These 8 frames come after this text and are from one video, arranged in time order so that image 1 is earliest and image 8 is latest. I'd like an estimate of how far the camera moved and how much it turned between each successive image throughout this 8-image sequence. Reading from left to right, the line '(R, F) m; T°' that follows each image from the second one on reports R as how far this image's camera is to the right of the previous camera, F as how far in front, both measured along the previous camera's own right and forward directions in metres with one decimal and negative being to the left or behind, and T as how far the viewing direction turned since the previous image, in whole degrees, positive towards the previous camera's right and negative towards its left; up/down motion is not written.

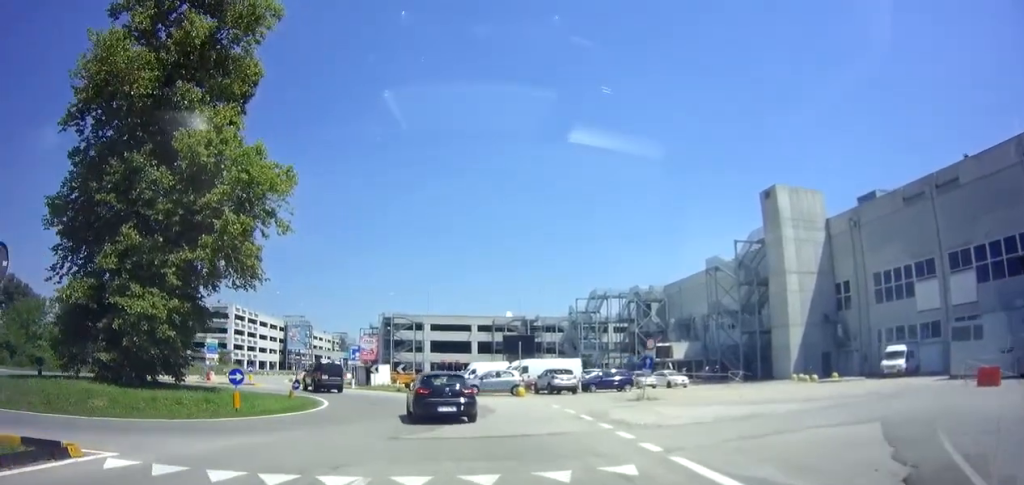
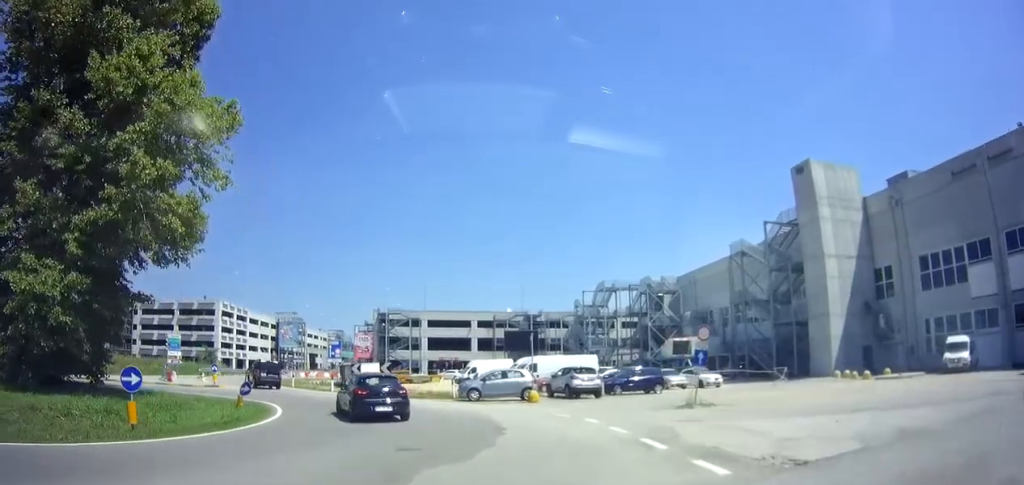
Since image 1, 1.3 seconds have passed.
(0.0, +7.4) m; -5°
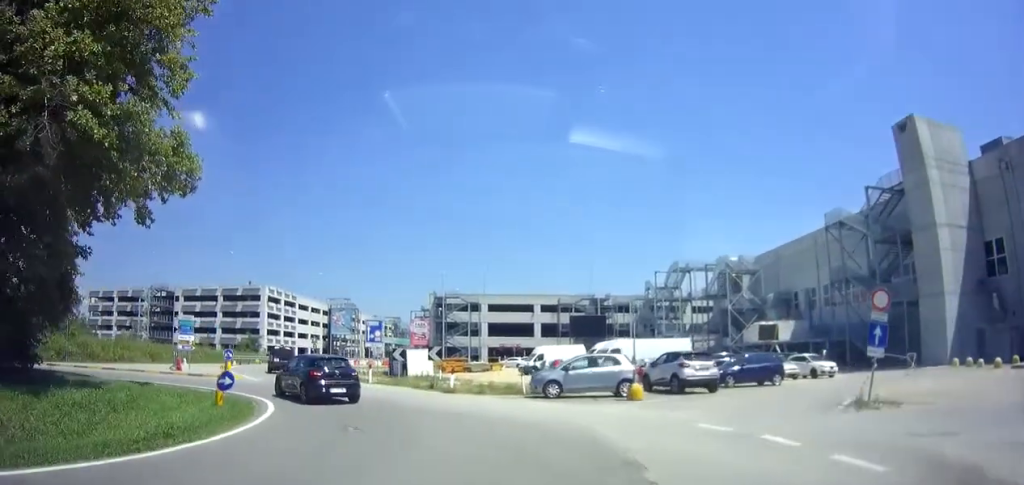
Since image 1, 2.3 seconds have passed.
(-0.6, +6.7) m; -13°
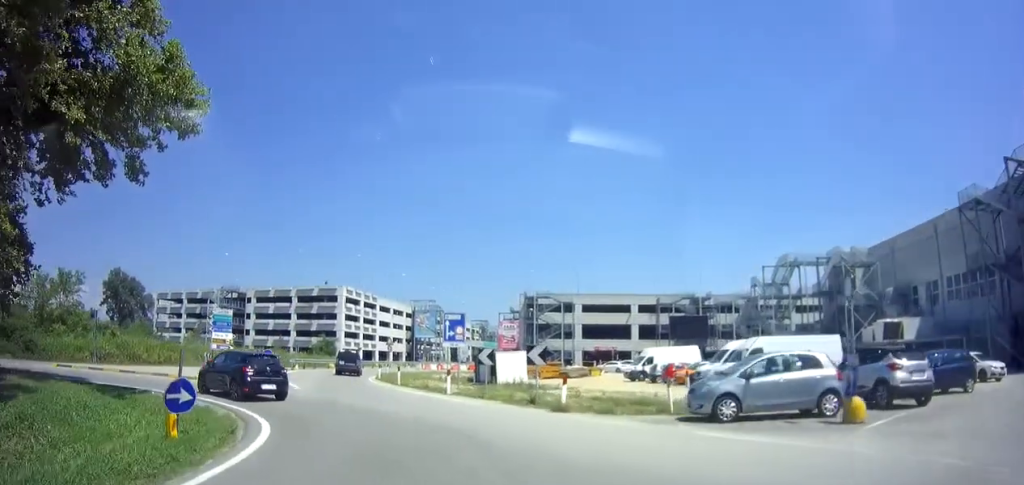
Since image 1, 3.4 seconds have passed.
(-0.9, +7.2) m; -9°
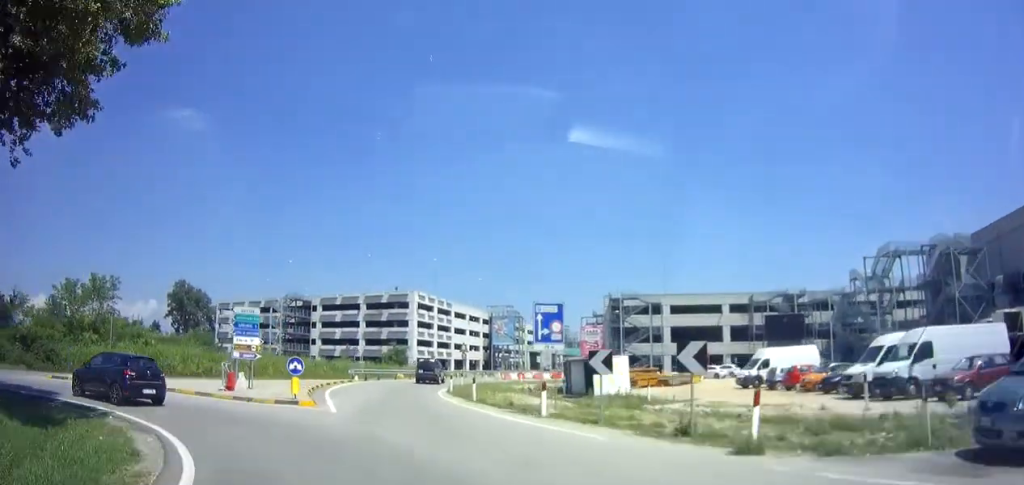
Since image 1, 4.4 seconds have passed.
(-0.1, +7.4) m; -2°
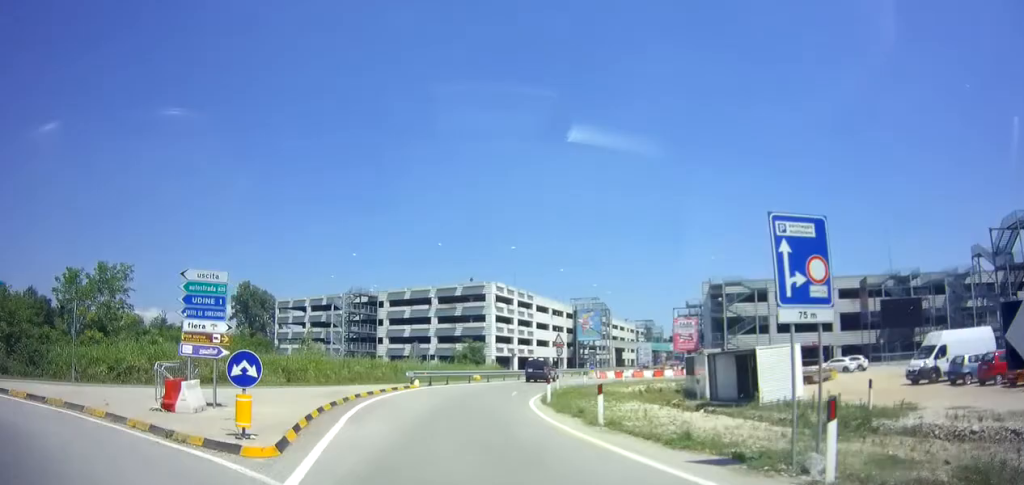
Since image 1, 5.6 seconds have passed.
(-0.1, +10.7) m; 0°
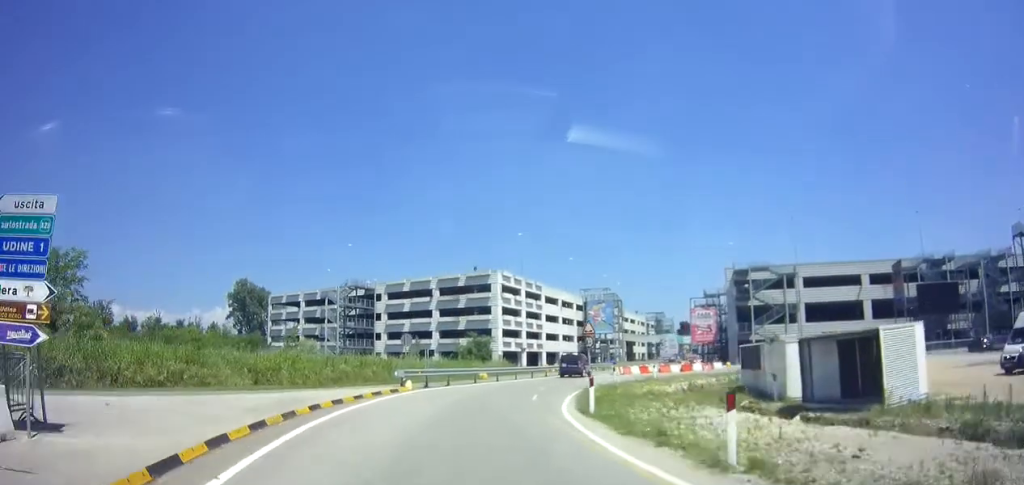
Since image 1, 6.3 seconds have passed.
(+0.1, +7.0) m; +4°
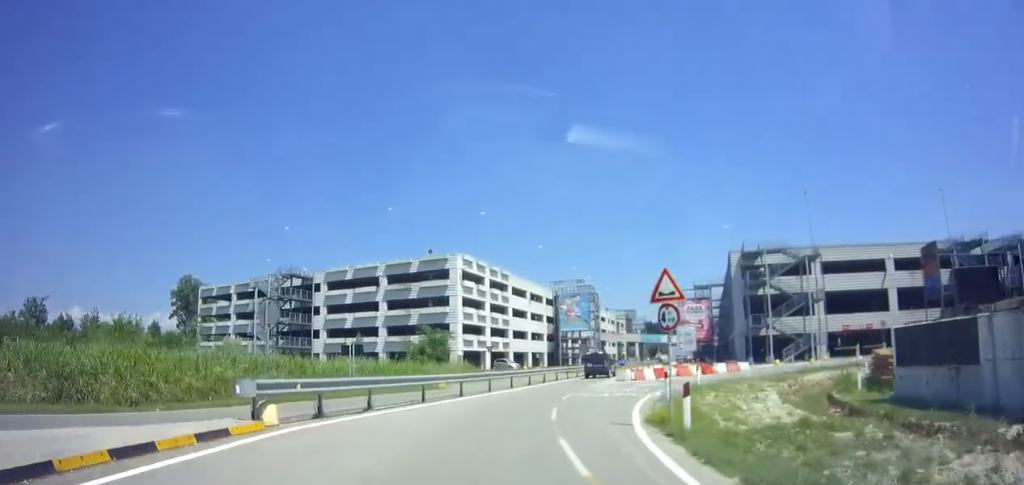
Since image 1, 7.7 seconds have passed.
(+1.1, +13.5) m; +8°
